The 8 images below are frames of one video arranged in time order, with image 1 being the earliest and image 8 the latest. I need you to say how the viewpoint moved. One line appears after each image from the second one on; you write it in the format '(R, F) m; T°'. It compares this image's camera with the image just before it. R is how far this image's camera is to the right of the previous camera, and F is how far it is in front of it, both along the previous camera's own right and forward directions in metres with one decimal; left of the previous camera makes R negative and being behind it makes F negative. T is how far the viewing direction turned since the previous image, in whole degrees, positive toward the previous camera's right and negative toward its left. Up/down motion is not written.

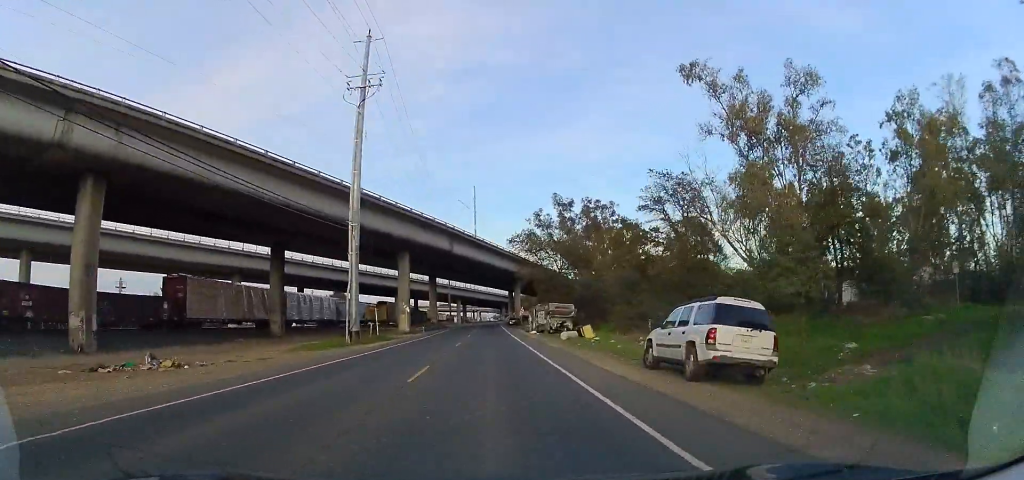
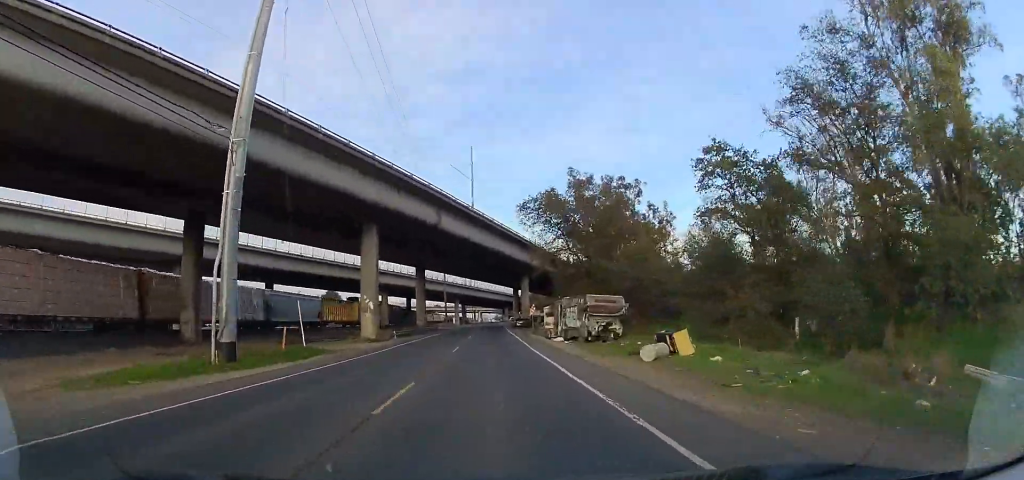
(0.0, +17.7) m; 0°
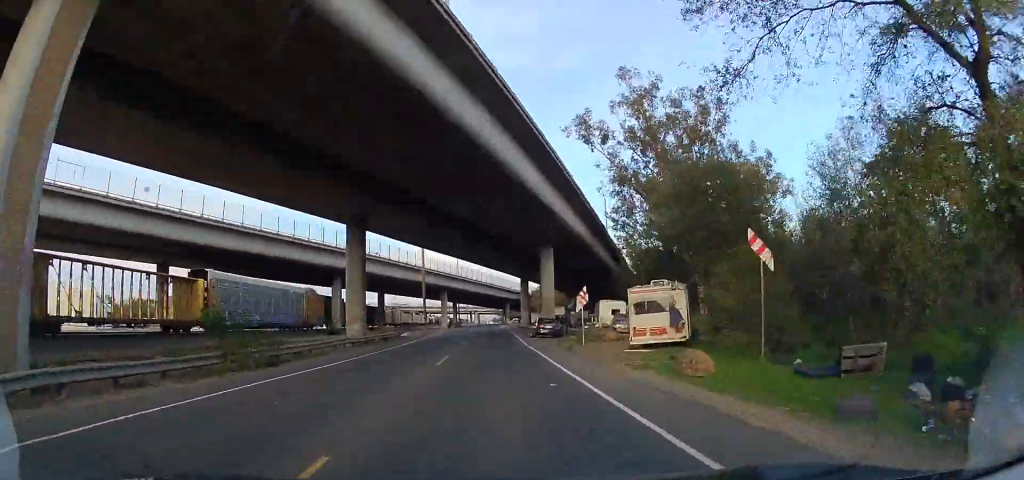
(-0.8, +34.3) m; -3°
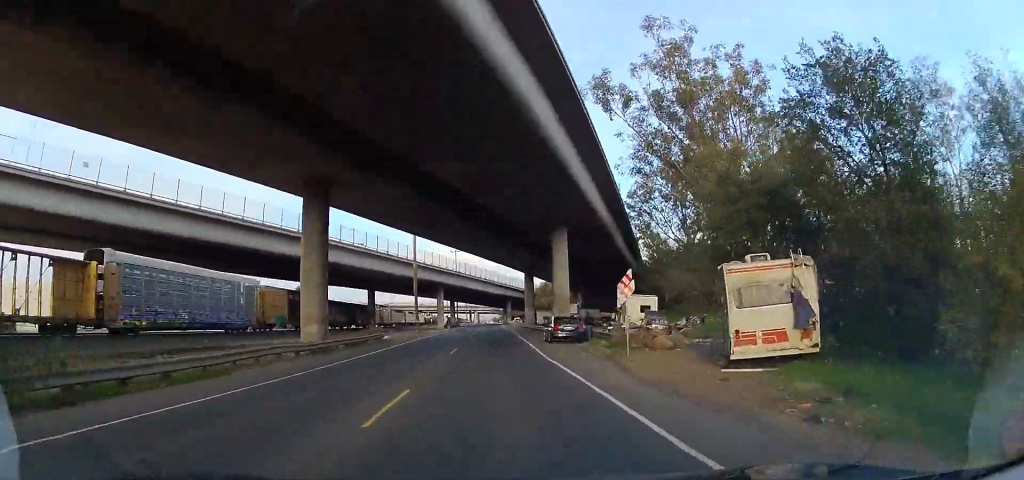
(-0.2, +10.0) m; 0°
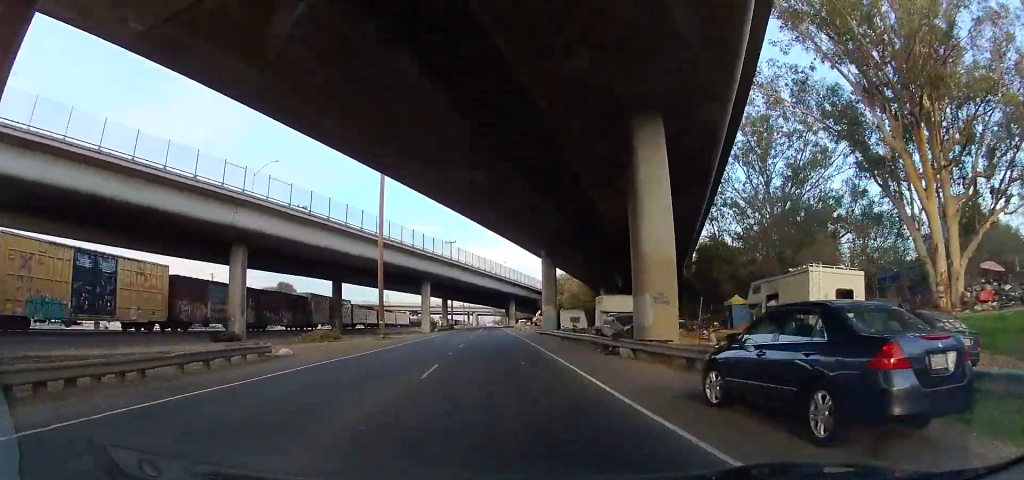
(+0.5, +23.1) m; +2°
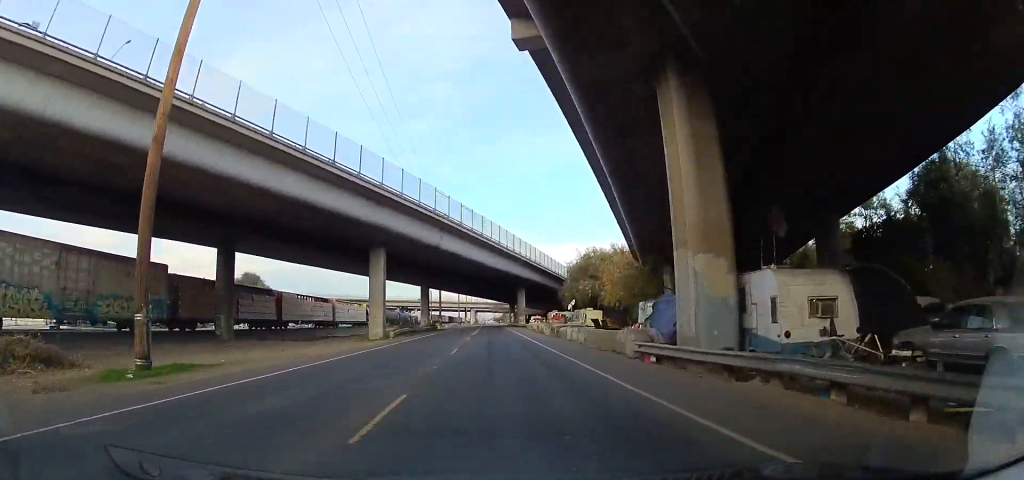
(+1.0, +35.8) m; +1°
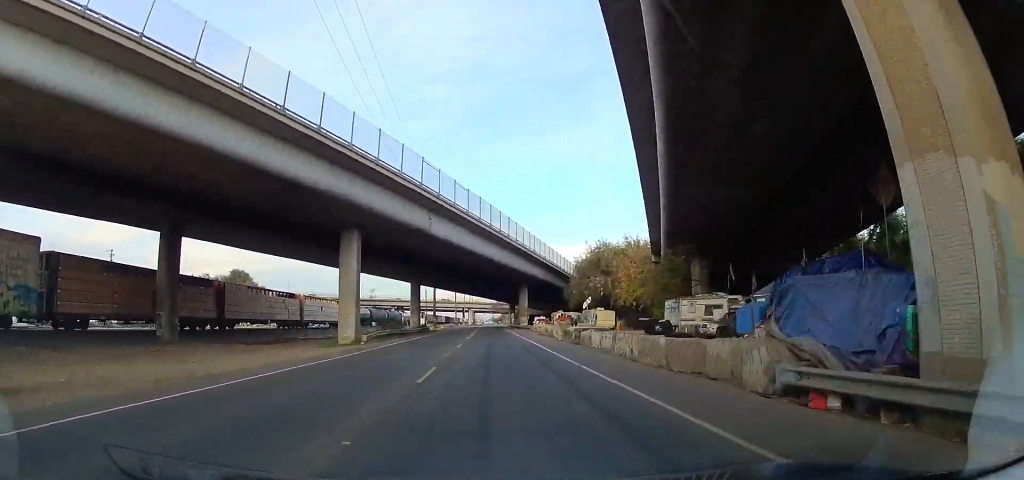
(-0.1, +9.0) m; 0°
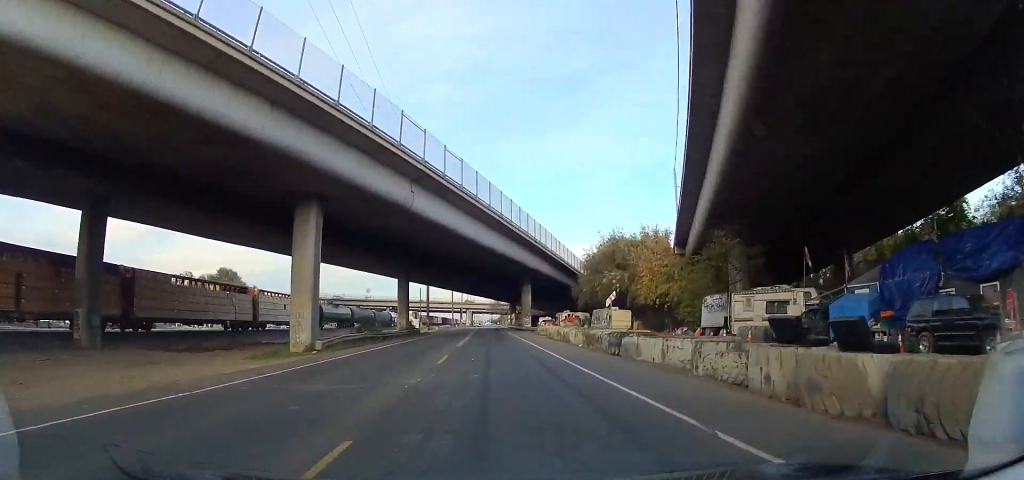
(-0.1, +9.0) m; 0°
